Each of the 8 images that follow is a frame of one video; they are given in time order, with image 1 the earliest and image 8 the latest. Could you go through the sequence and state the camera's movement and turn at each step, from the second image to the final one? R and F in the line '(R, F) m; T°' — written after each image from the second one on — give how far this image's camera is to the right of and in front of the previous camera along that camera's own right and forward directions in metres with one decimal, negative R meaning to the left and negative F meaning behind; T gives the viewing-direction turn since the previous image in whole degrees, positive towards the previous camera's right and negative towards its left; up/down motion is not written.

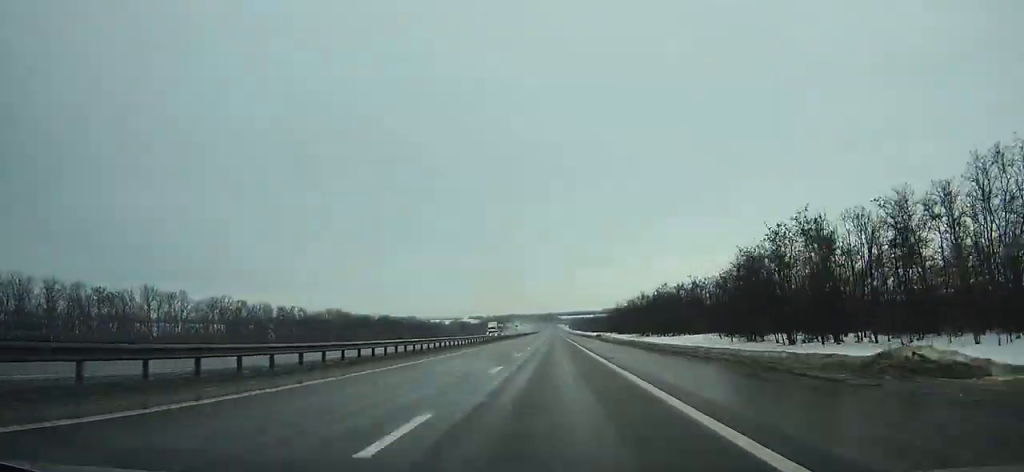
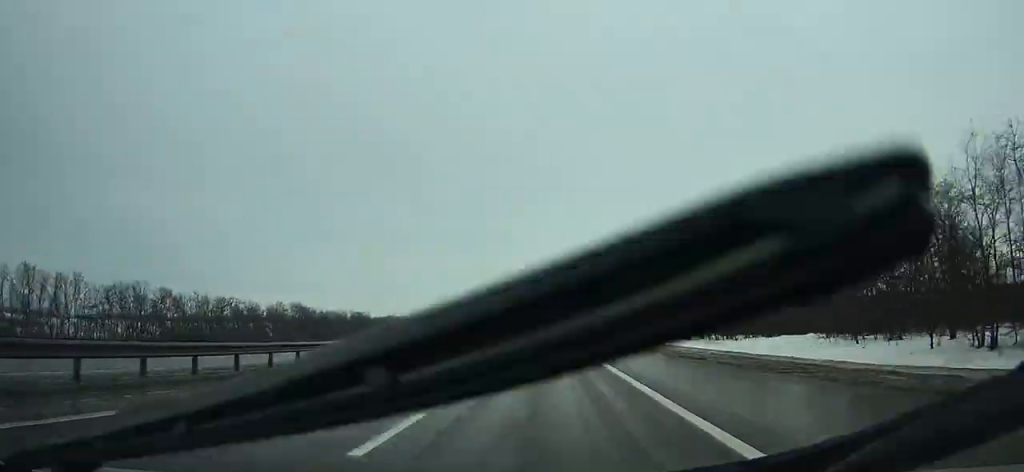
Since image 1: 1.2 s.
(0.0, +35.7) m; 0°
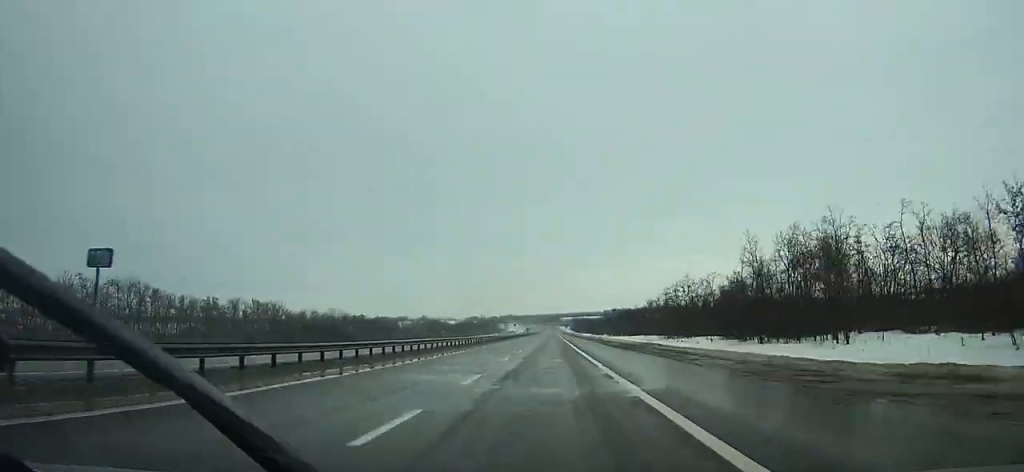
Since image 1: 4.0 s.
(0.0, +83.3) m; 0°
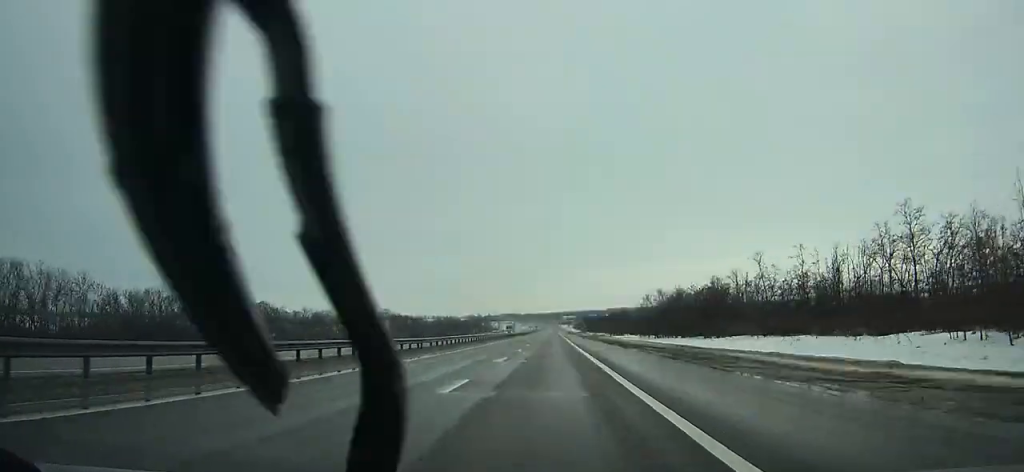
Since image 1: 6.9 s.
(+0.1, +85.8) m; 0°
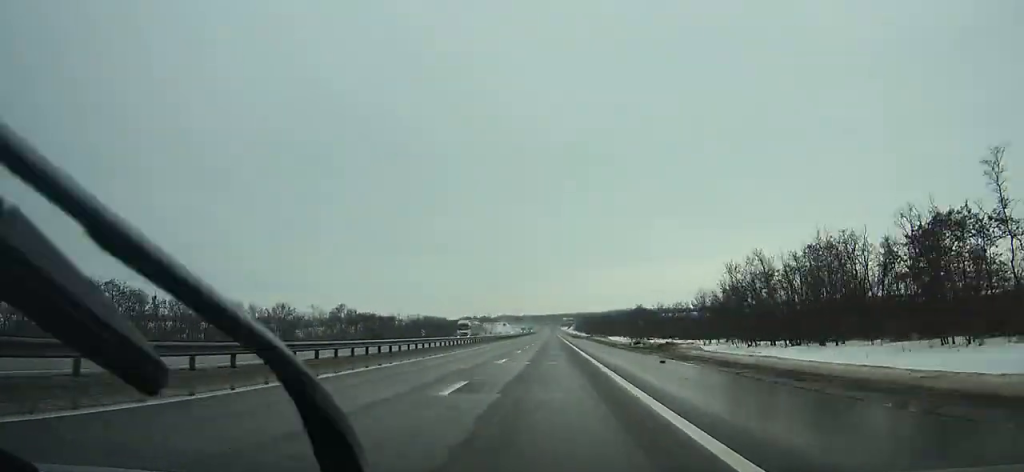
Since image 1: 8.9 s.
(0.0, +59.2) m; 0°
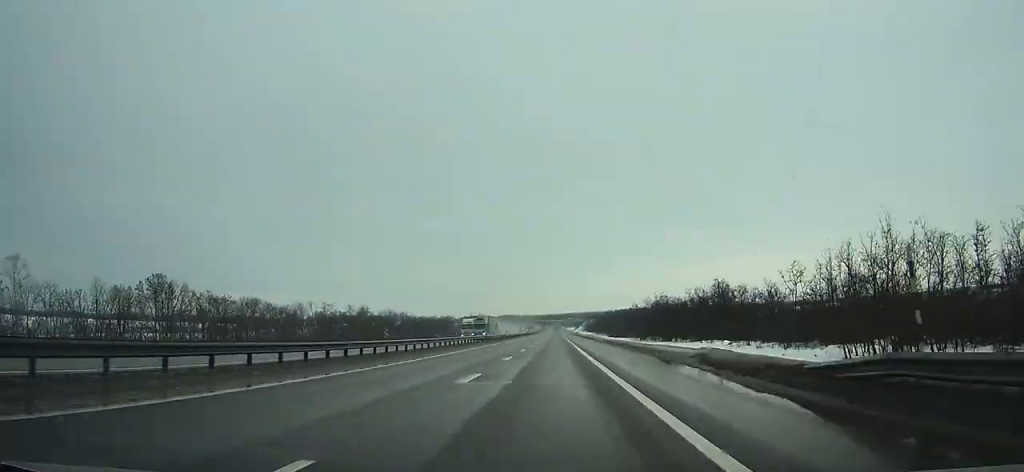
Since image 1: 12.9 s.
(0.0, +117.6) m; 0°
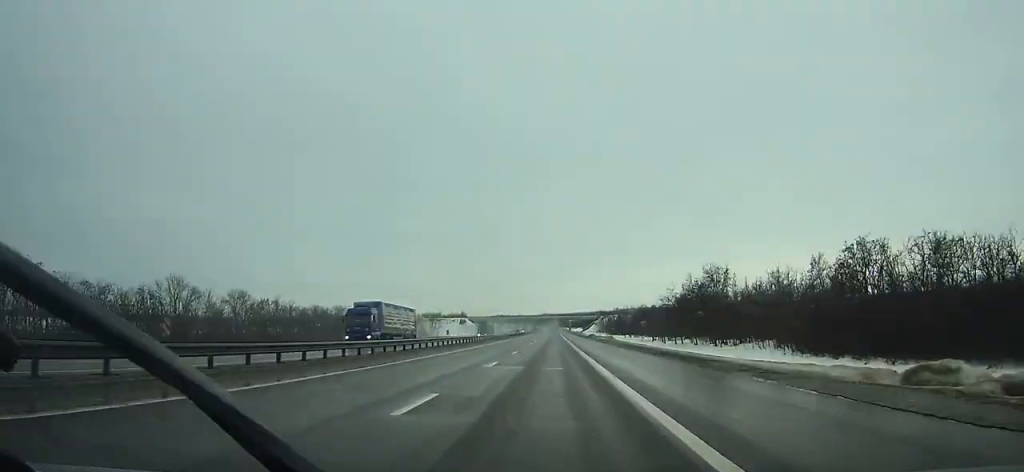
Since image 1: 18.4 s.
(+0.2, +159.3) m; 0°
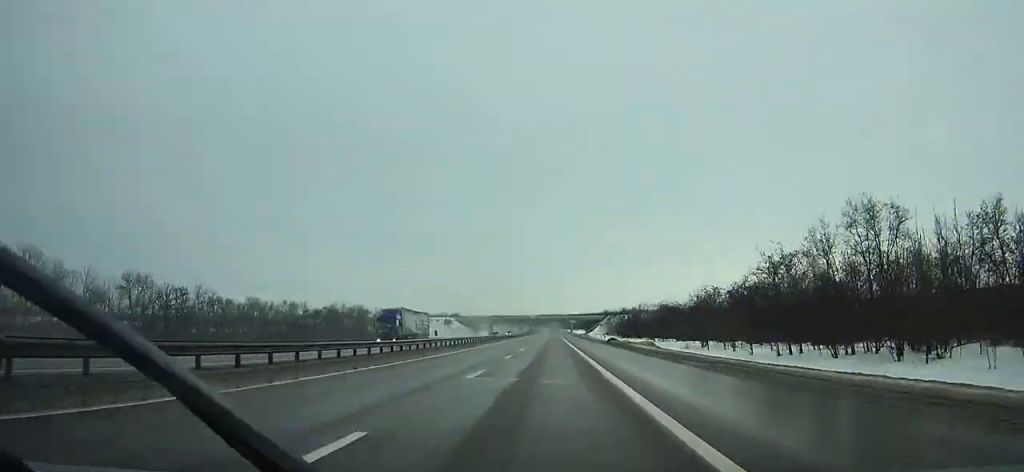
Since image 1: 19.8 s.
(0.0, +39.9) m; 0°
